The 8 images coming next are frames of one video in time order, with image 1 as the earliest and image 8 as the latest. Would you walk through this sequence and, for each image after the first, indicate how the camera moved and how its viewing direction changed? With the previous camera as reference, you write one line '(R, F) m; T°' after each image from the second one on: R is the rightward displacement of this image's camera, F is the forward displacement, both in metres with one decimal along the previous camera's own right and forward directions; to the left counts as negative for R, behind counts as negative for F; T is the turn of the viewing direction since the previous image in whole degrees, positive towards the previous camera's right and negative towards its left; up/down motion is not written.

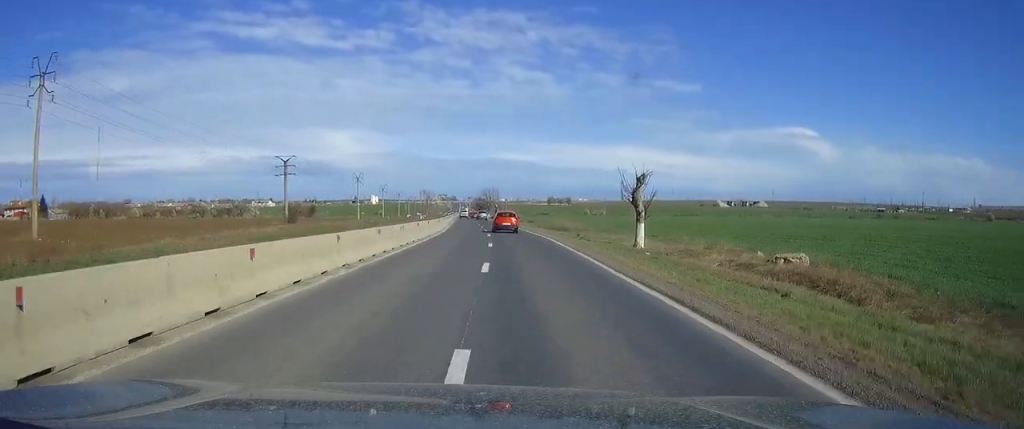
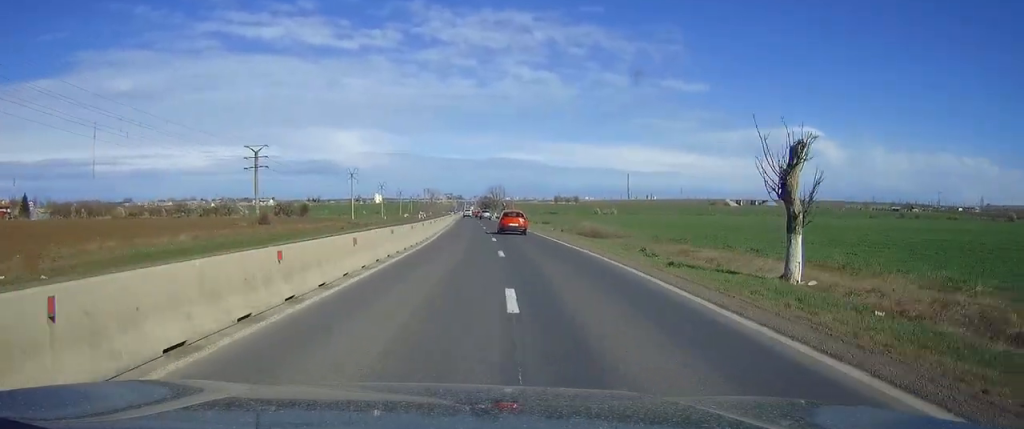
(-0.1, +18.3) m; 0°
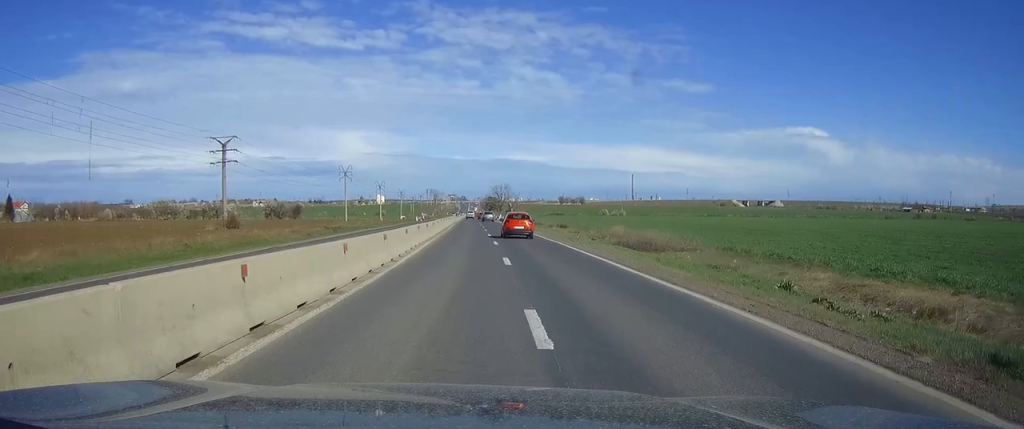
(0.0, +14.5) m; 0°
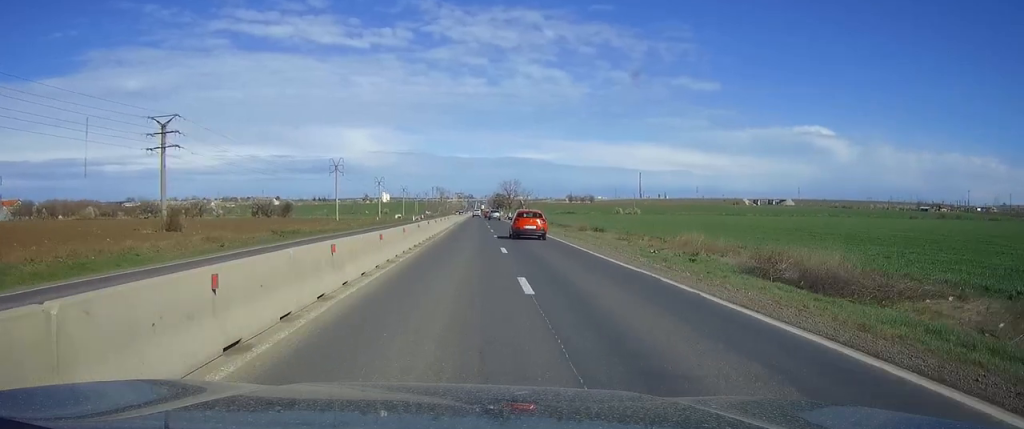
(0.0, +18.5) m; 0°
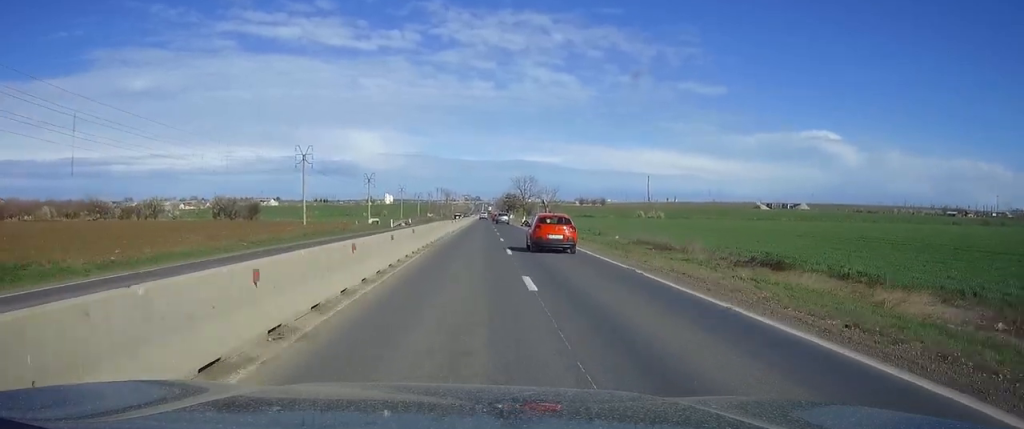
(-0.3, +35.0) m; -1°
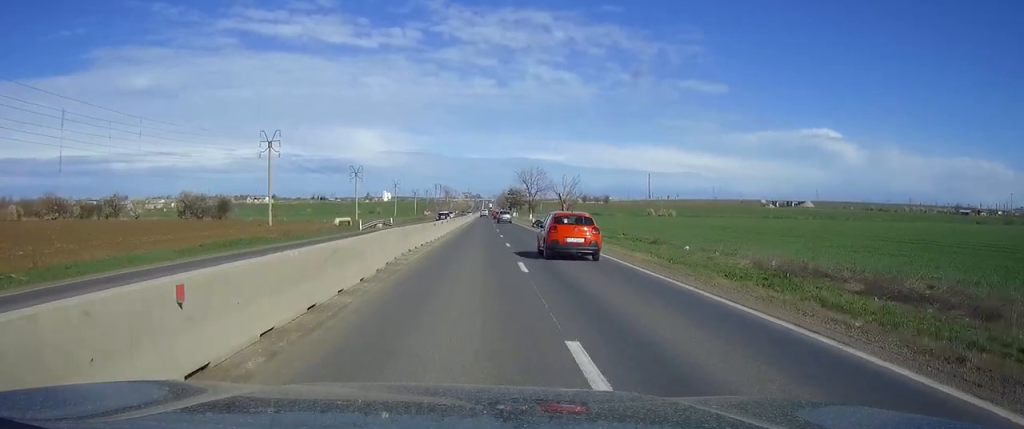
(0.0, +20.5) m; 0°
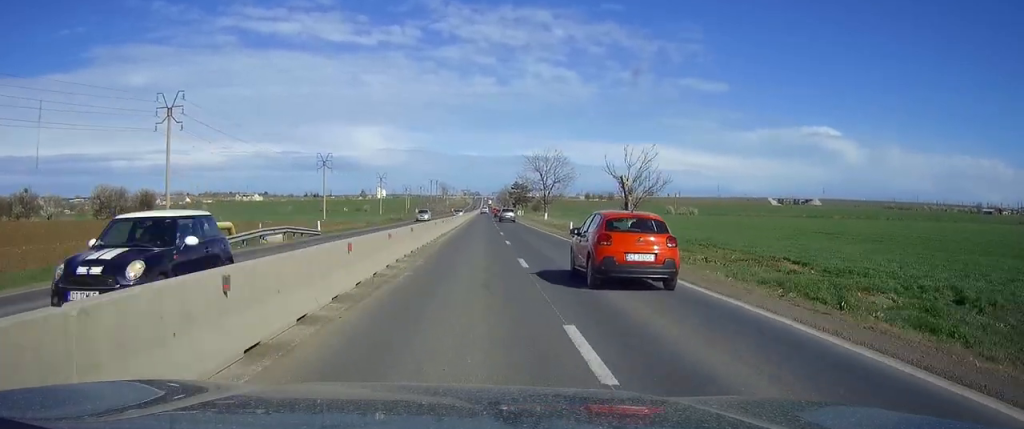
(+0.1, +35.1) m; 0°
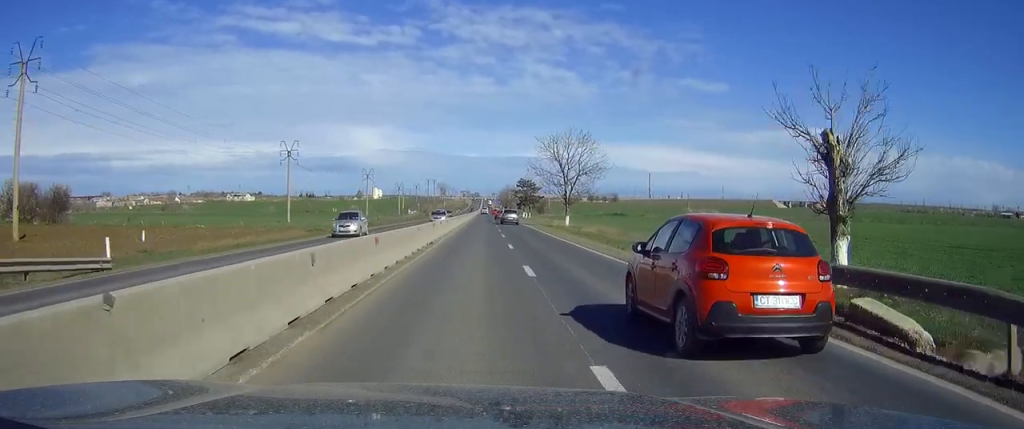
(-0.1, +26.3) m; 0°
